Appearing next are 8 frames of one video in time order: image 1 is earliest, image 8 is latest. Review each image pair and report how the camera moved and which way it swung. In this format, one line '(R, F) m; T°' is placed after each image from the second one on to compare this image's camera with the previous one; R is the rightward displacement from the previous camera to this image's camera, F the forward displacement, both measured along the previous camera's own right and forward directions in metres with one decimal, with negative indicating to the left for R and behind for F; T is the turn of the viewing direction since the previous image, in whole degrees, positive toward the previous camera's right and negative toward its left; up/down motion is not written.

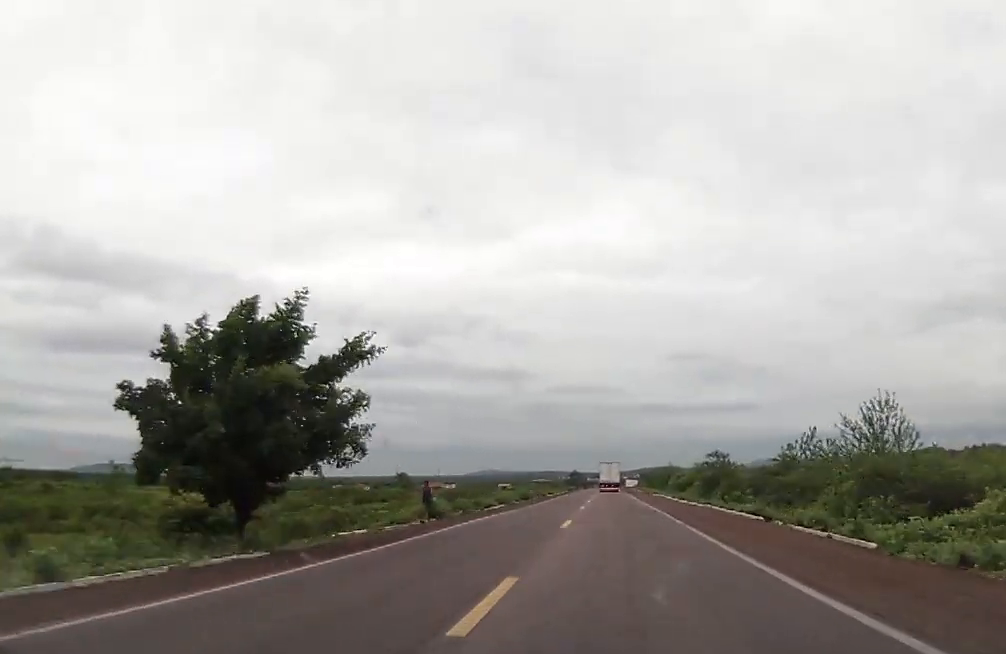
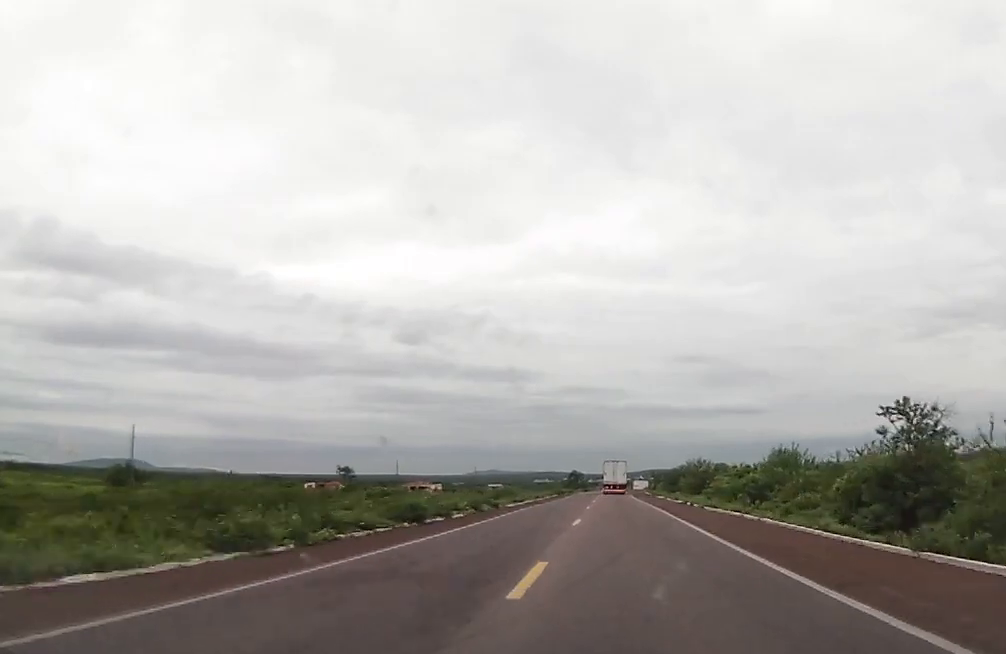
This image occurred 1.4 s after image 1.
(-0.2, +47.2) m; 0°
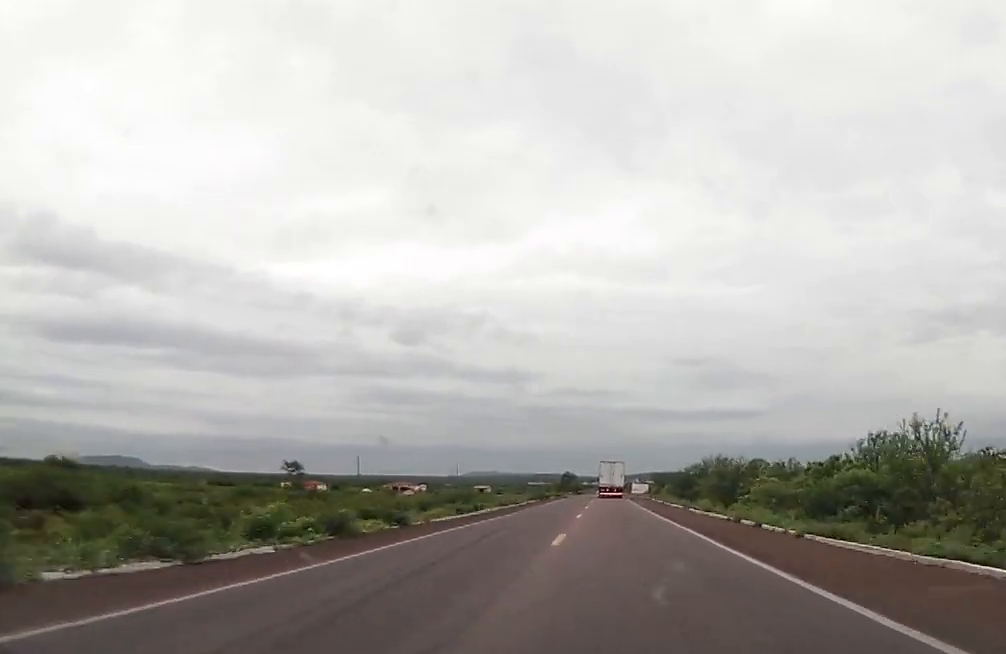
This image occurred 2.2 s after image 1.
(+0.3, +24.5) m; 0°
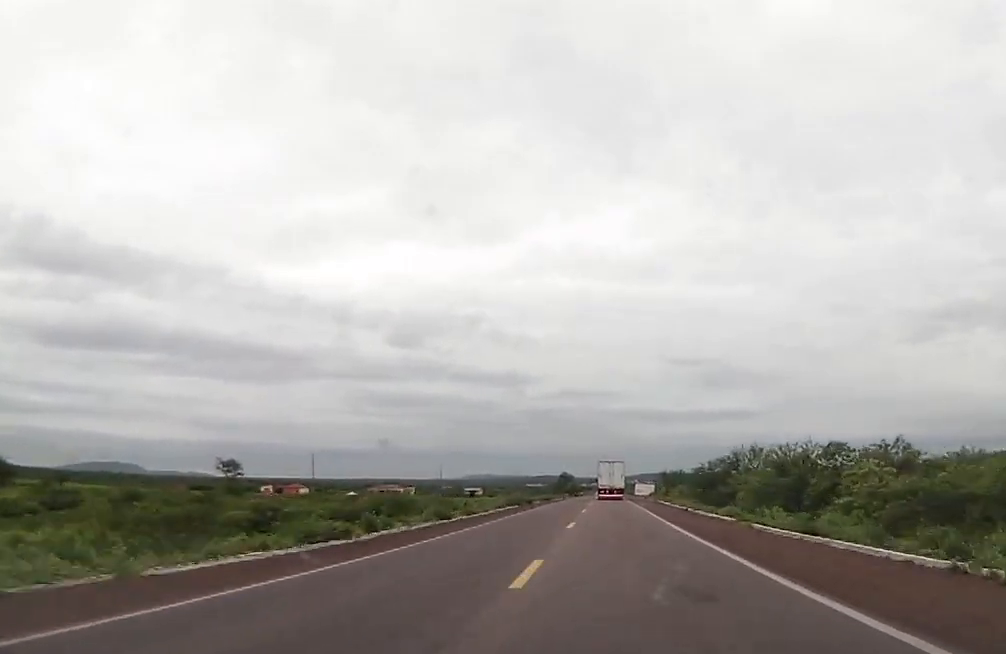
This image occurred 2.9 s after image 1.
(0.0, +23.1) m; 0°
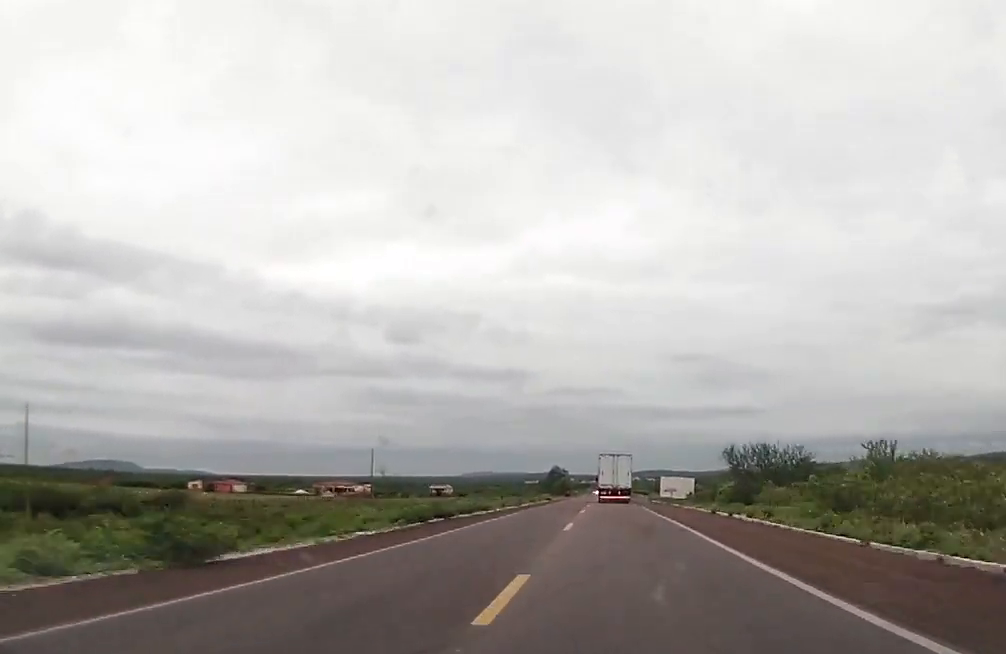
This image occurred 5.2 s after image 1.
(-0.4, +68.8) m; 0°
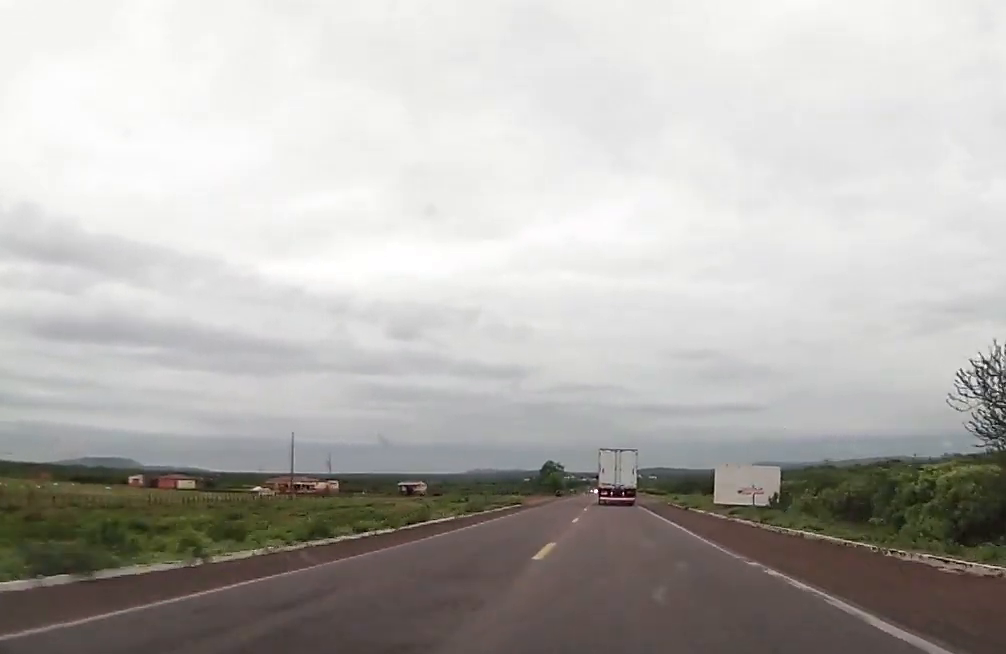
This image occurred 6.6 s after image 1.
(+0.4, +42.5) m; 0°
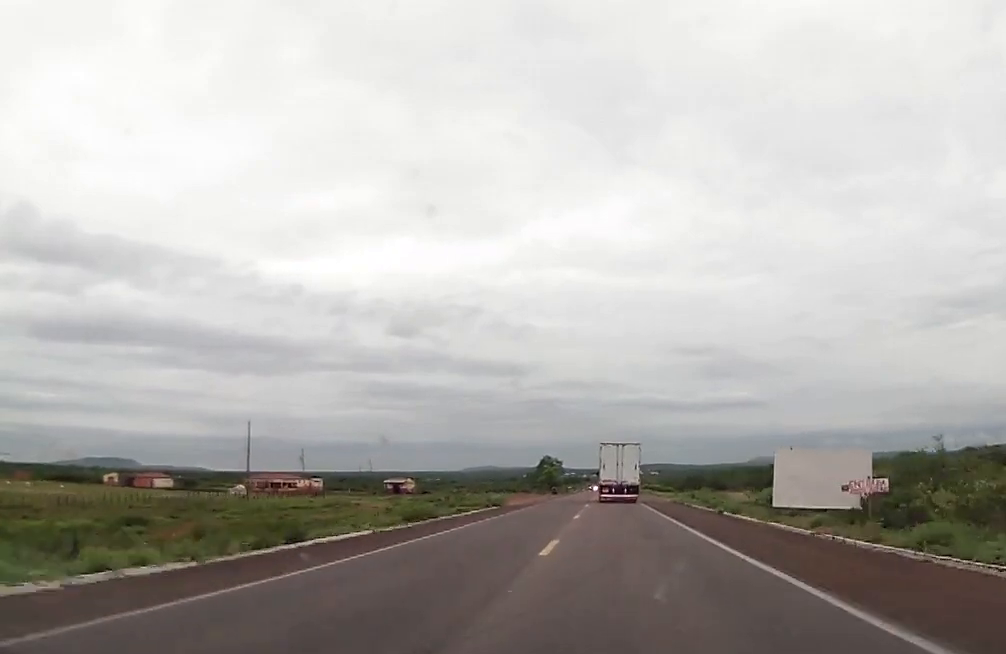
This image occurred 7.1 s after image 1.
(-0.4, +15.5) m; 0°
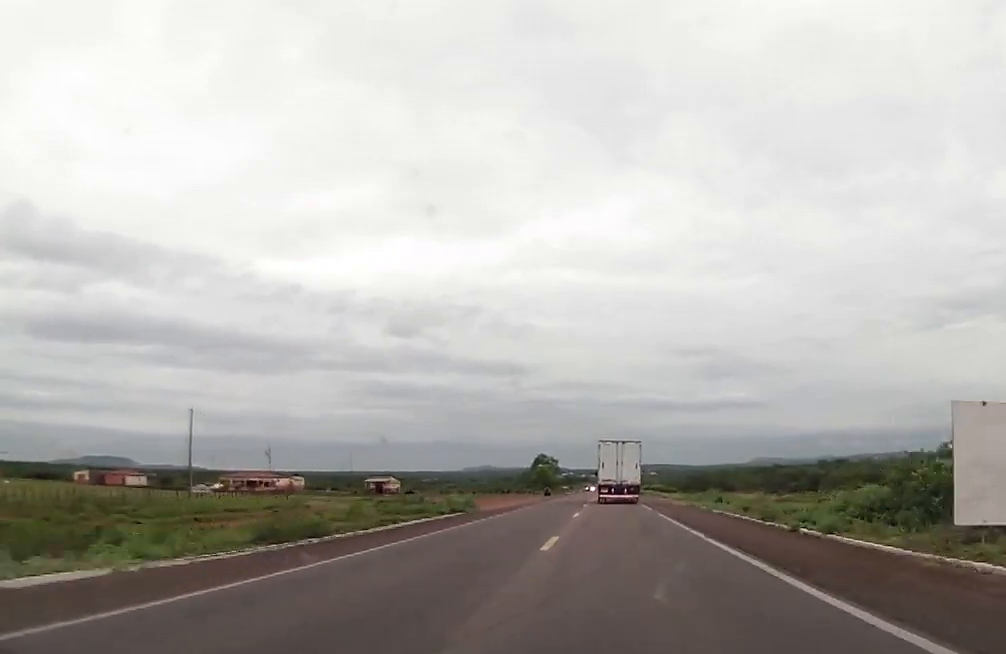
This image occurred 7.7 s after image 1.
(-0.2, +15.4) m; 0°
